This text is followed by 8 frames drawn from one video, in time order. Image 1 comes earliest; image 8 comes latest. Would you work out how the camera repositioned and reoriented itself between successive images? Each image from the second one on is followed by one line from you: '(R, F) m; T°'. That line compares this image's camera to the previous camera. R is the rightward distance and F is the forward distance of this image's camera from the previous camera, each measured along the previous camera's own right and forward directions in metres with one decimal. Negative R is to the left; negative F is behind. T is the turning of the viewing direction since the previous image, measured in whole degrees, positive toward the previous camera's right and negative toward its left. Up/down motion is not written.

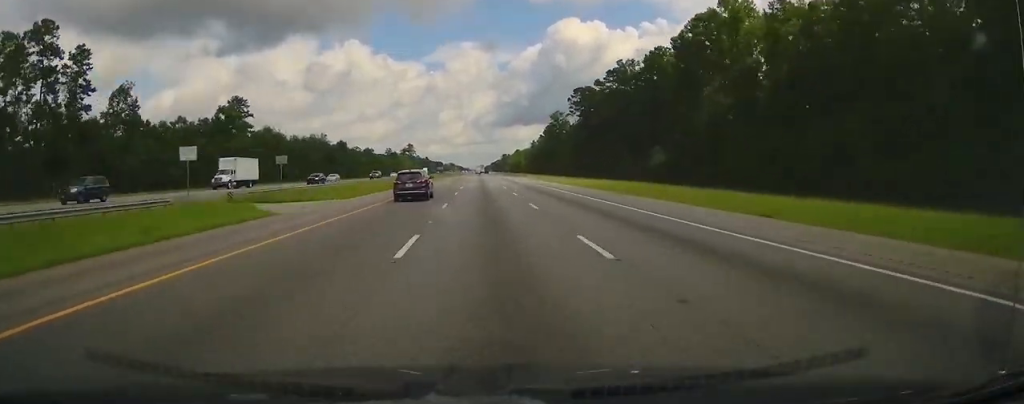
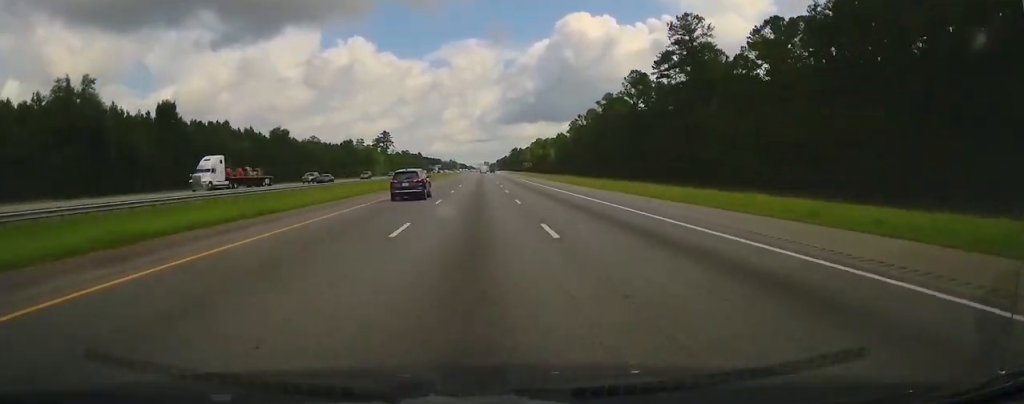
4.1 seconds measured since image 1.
(+0.1, +146.6) m; 0°
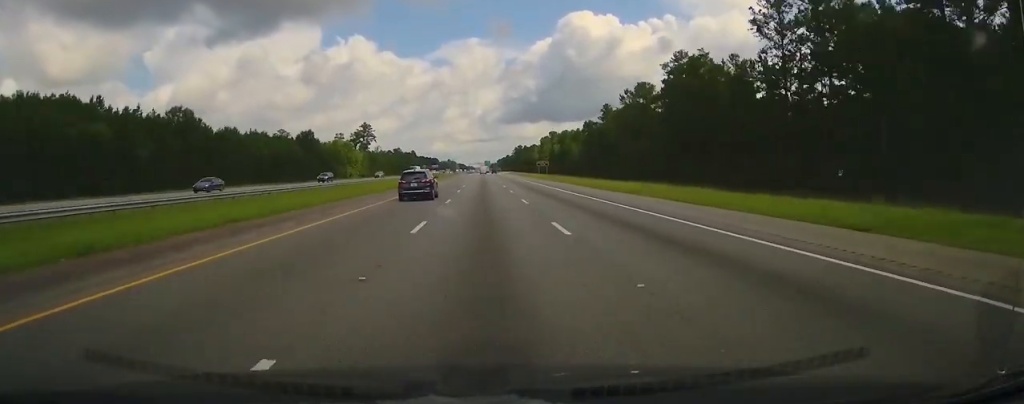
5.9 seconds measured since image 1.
(-0.1, +61.3) m; 0°
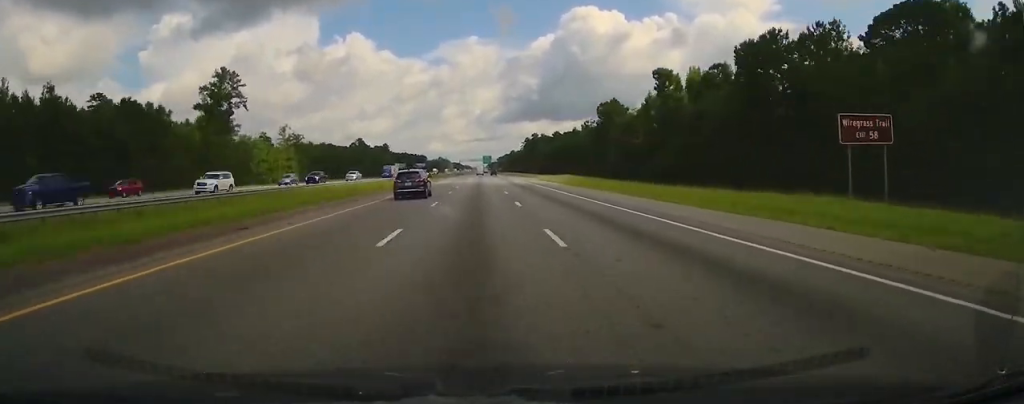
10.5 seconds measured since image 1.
(+0.4, +164.3) m; 0°
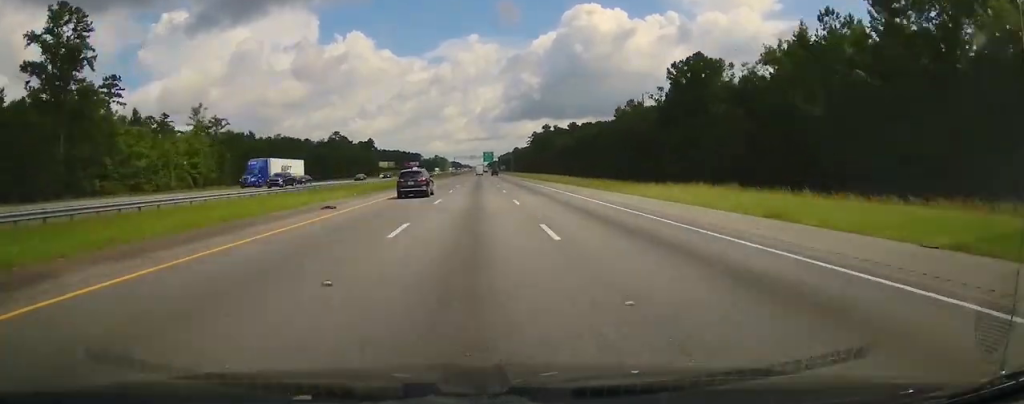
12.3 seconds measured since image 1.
(0.0, +60.5) m; 0°
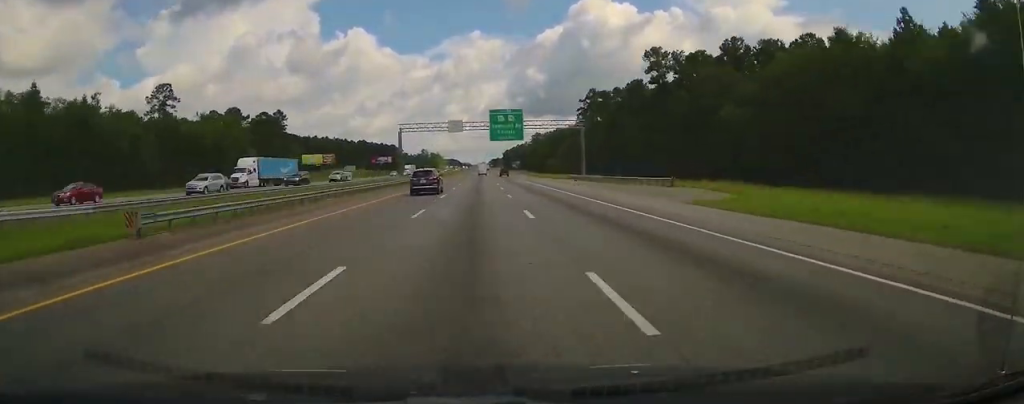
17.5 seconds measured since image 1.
(-0.4, +181.5) m; 0°
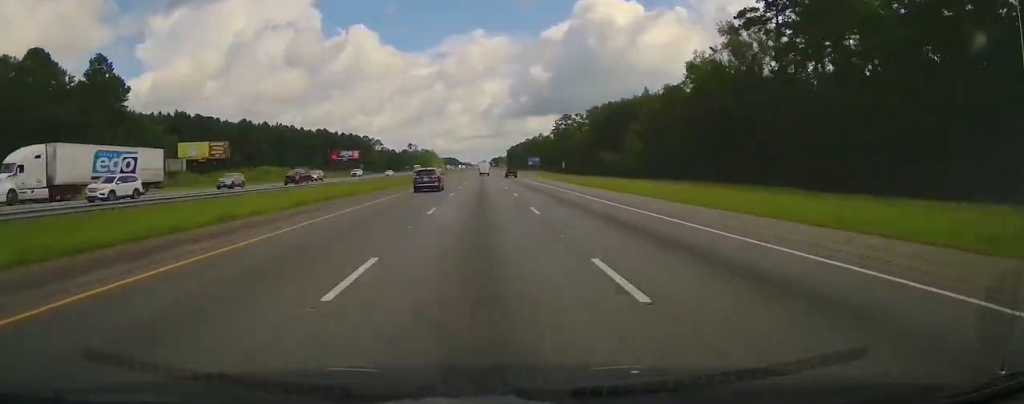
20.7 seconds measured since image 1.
(-0.1, +110.8) m; 0°
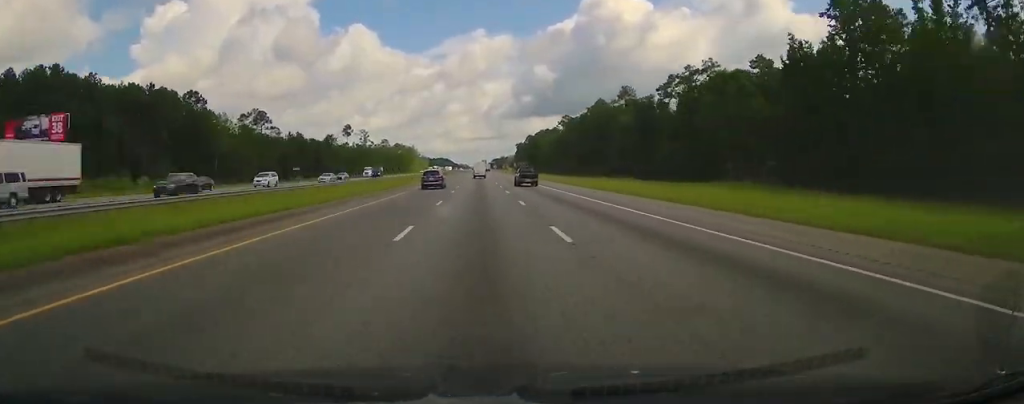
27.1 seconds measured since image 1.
(+0.9, +219.7) m; 0°
